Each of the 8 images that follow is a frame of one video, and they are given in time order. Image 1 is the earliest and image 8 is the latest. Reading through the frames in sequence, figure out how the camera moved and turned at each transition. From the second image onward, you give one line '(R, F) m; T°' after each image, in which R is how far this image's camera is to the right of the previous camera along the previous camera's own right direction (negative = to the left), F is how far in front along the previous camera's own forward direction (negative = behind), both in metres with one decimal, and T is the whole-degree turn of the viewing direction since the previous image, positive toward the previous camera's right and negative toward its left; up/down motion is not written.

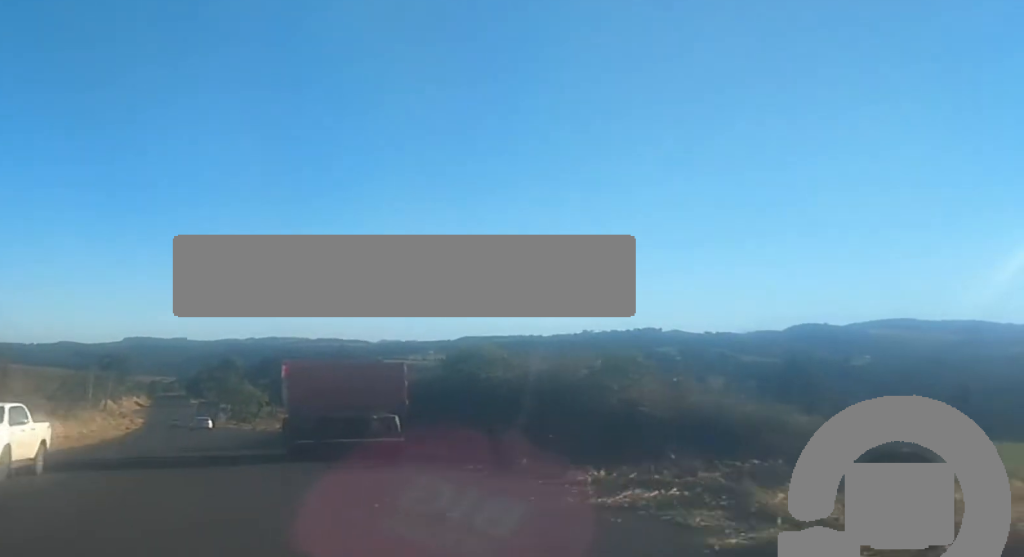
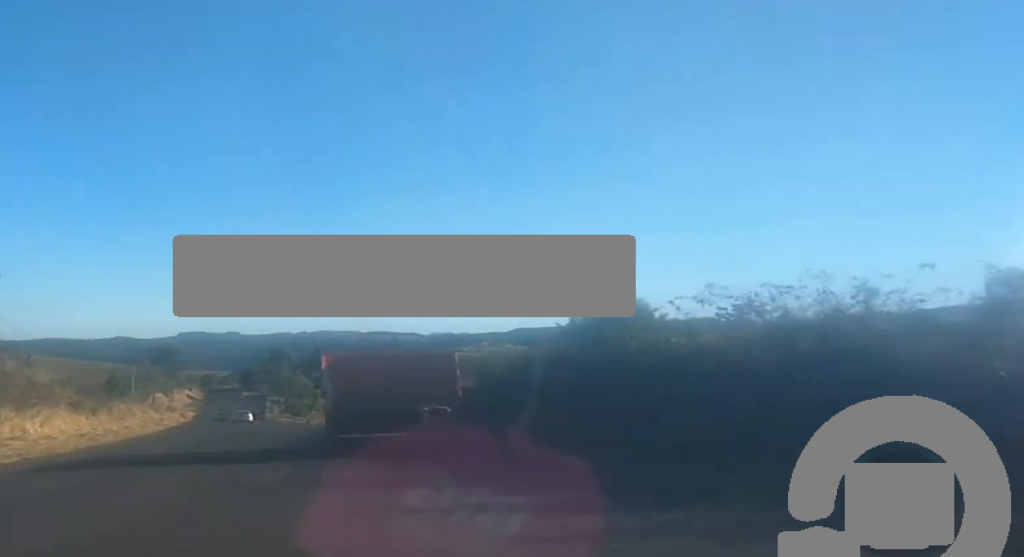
(-0.3, +11.7) m; -2°
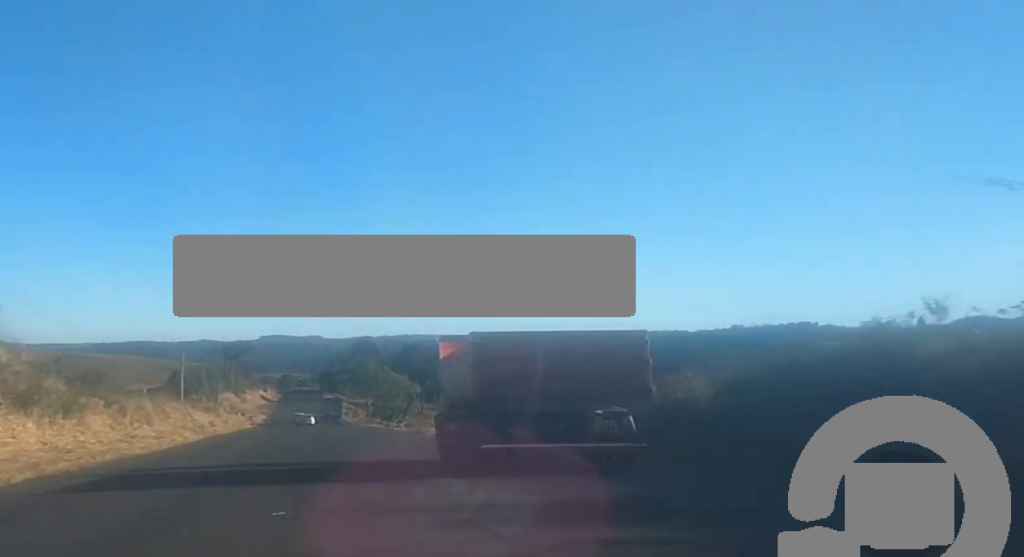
(-1.2, +31.9) m; -4°
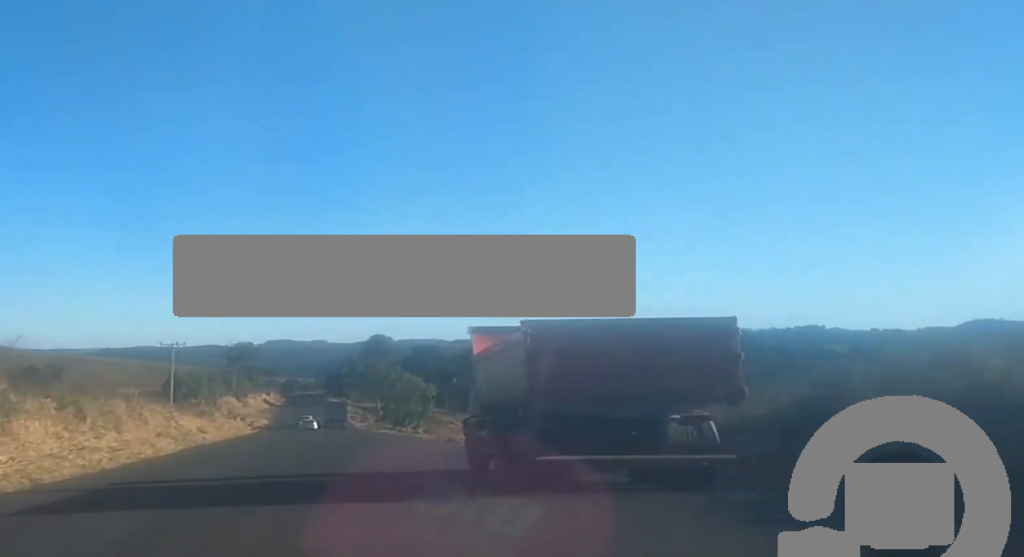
(-0.1, +12.5) m; -1°
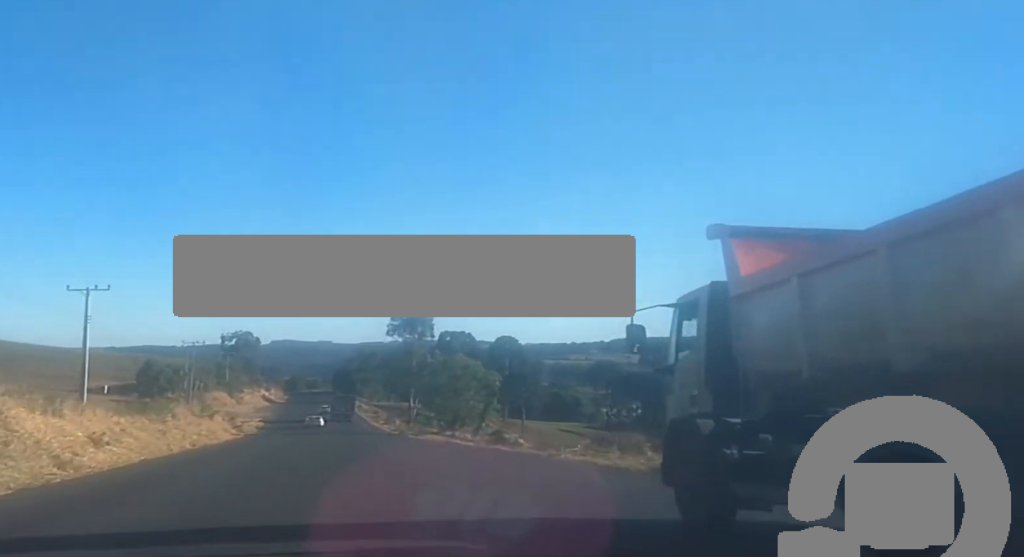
(-0.5, +38.8) m; -1°
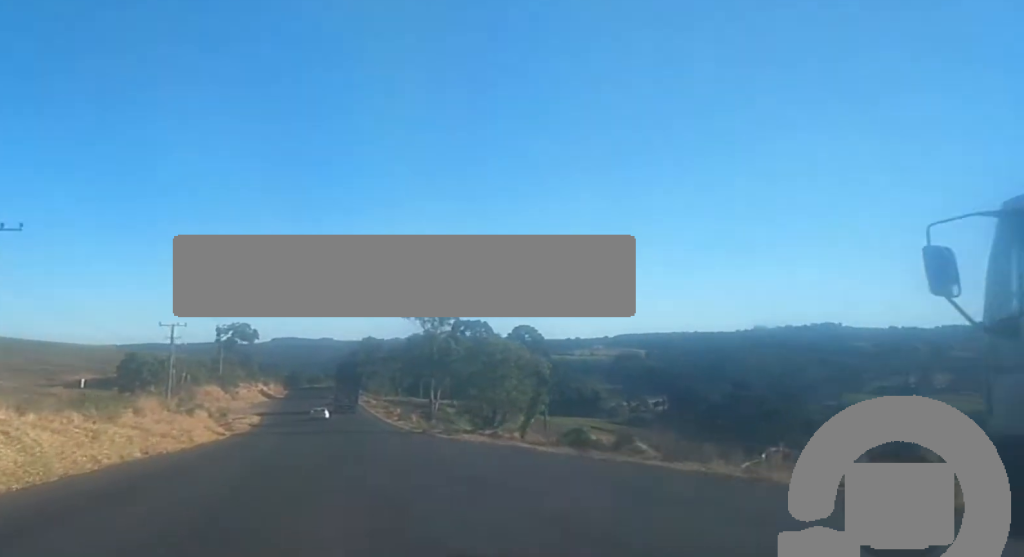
(0.0, +17.1) m; 0°
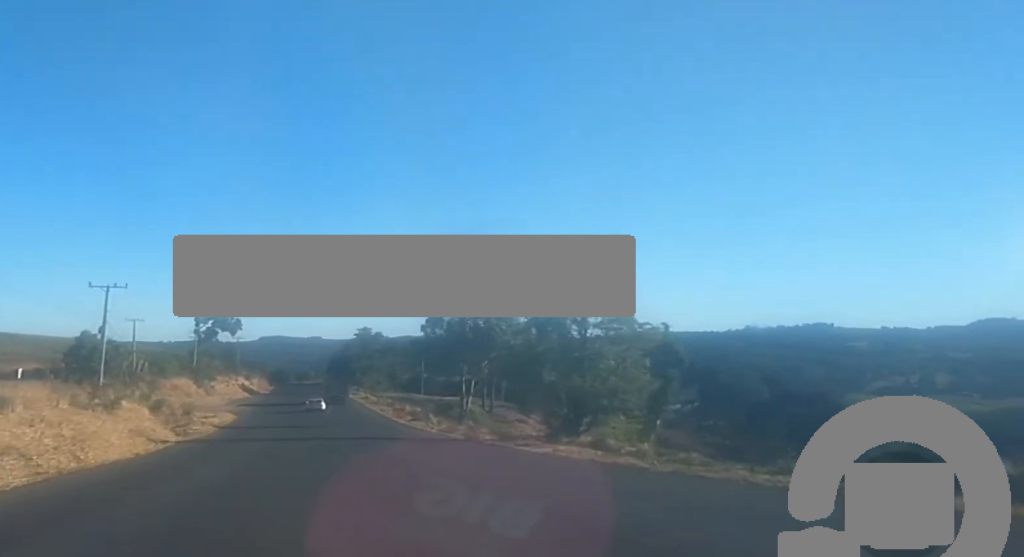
(0.0, +25.0) m; 0°
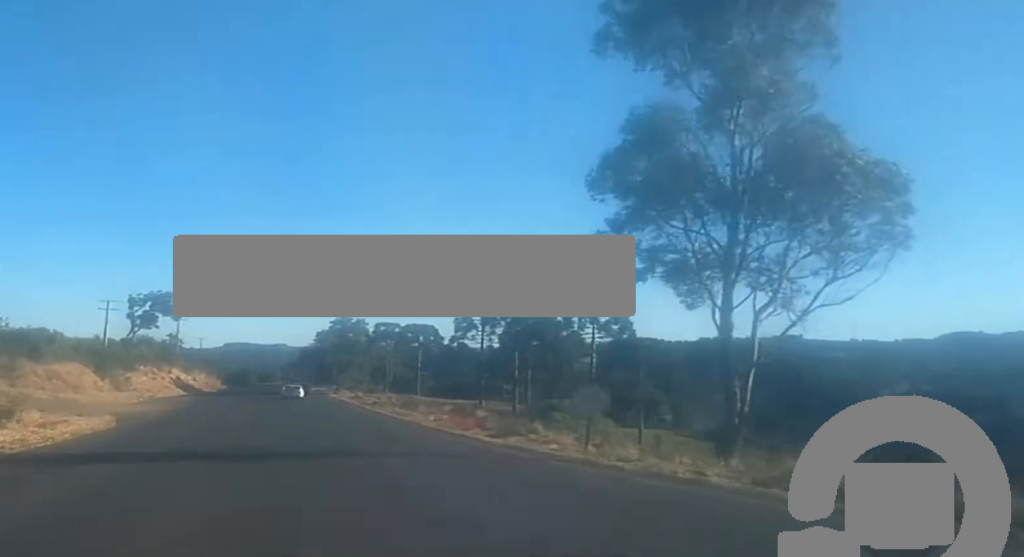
(+0.6, +48.8) m; +2°
